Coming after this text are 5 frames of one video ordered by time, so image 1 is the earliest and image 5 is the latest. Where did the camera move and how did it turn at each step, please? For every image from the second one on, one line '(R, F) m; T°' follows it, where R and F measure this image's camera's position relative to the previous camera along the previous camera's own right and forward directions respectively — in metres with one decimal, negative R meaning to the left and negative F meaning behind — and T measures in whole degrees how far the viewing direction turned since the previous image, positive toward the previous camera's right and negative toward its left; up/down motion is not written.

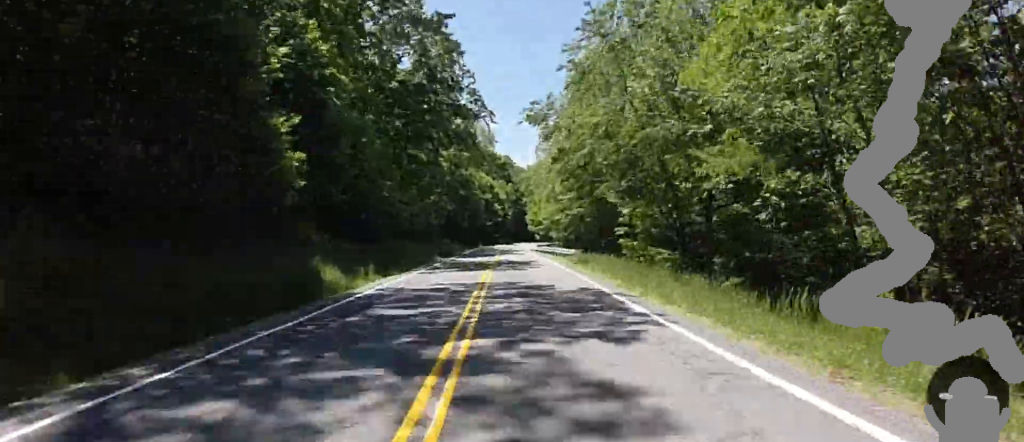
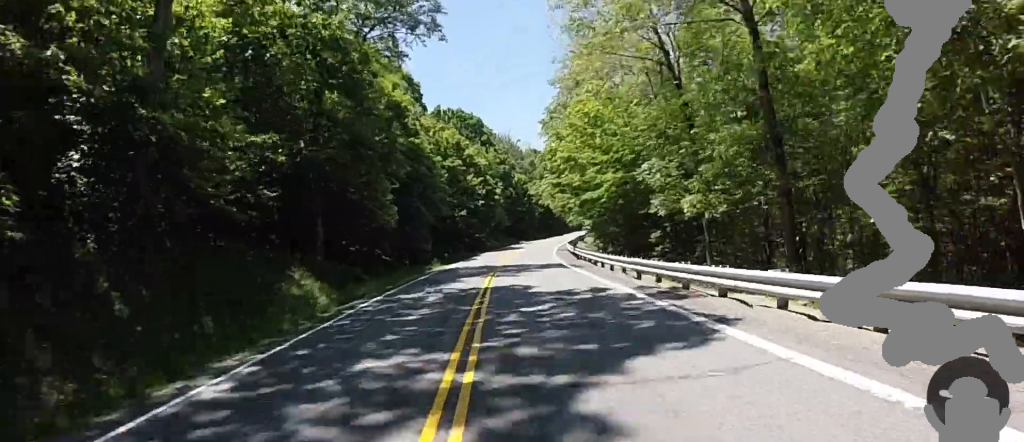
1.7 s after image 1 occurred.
(+16.1, +34.4) m; +45°
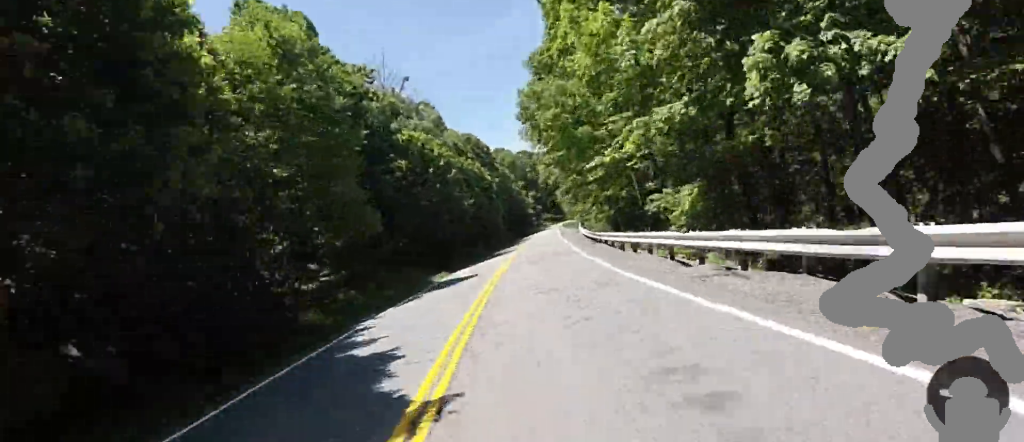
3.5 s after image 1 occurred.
(-14.4, +46.4) m; -17°
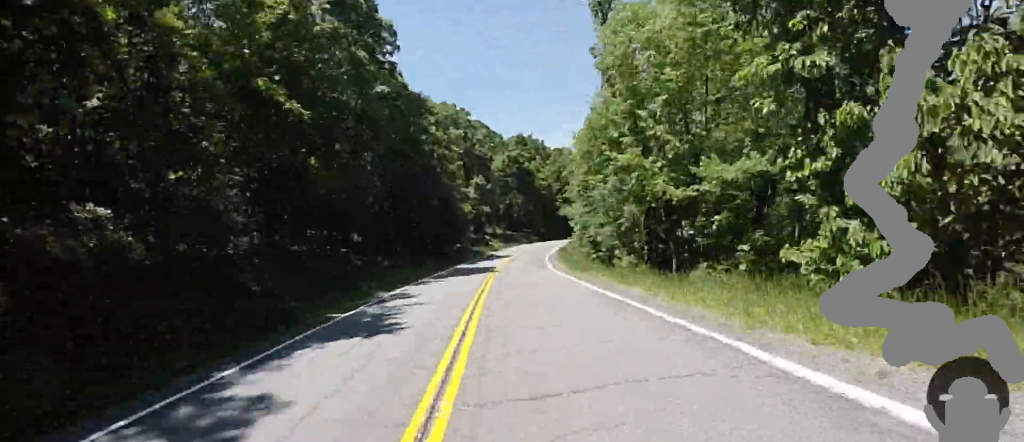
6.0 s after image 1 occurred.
(+13.1, +63.0) m; +16°
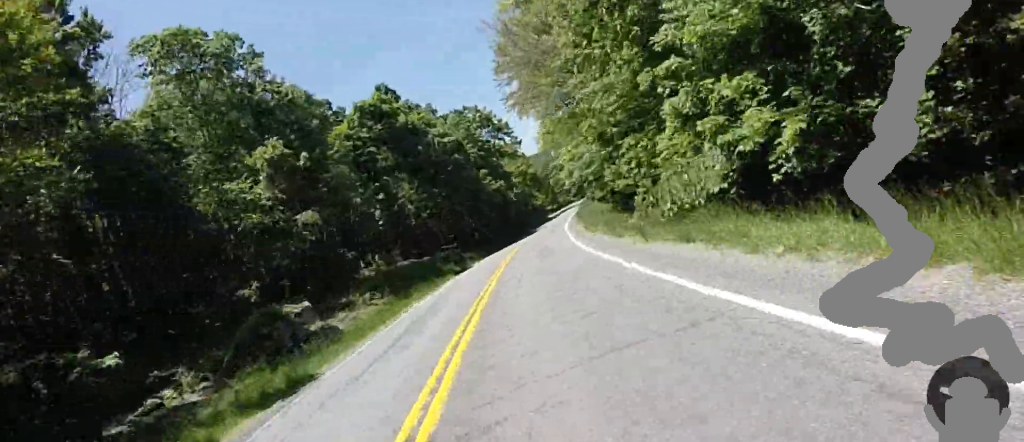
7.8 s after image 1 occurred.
(+3.0, +45.1) m; +10°
